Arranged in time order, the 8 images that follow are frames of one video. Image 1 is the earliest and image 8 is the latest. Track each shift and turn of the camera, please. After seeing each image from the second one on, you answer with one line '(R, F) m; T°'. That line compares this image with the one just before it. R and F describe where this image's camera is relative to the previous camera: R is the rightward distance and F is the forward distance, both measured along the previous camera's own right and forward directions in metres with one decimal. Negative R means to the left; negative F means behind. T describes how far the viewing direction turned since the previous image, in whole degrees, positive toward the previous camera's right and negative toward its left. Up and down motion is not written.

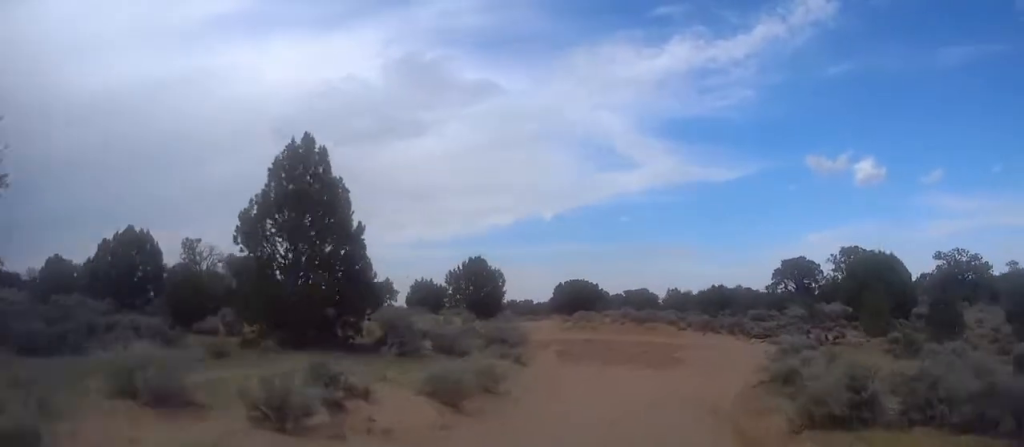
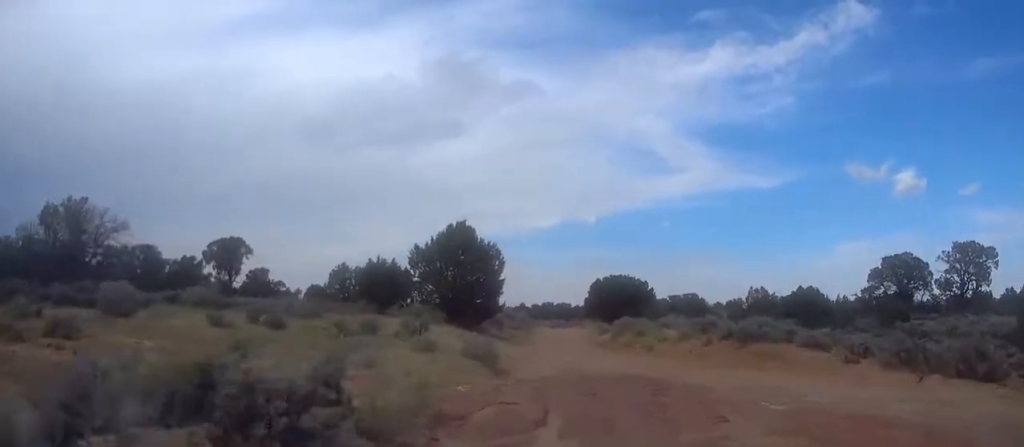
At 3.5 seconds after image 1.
(-0.5, +22.2) m; -24°
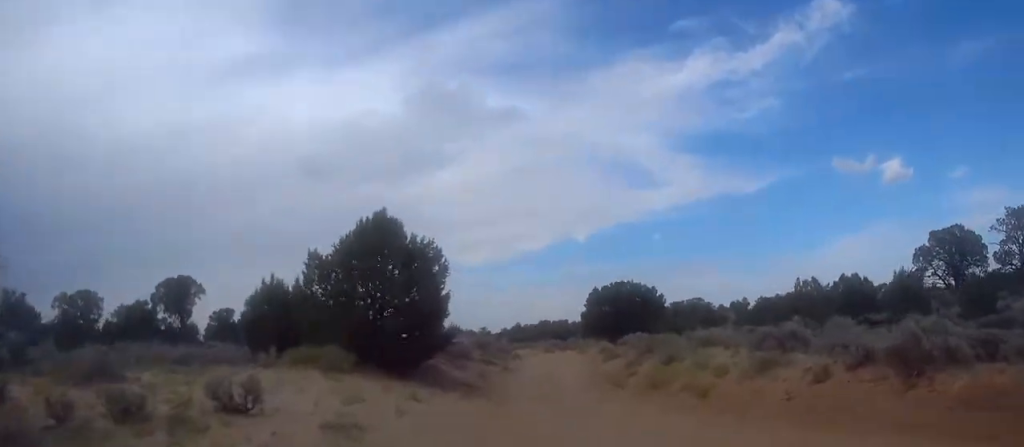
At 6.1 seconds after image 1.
(-7.1, +10.6) m; -10°
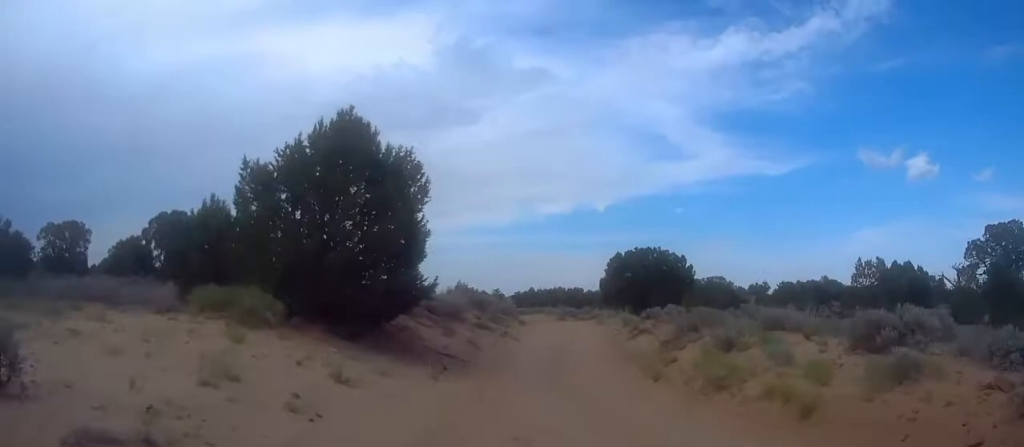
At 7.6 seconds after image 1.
(+4.2, +7.1) m; +27°
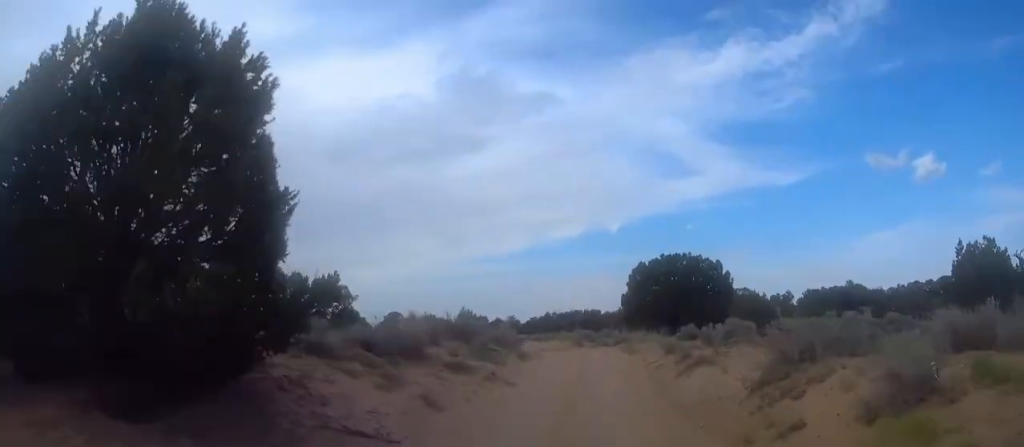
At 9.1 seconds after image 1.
(+4.1, +11.4) m; +18°
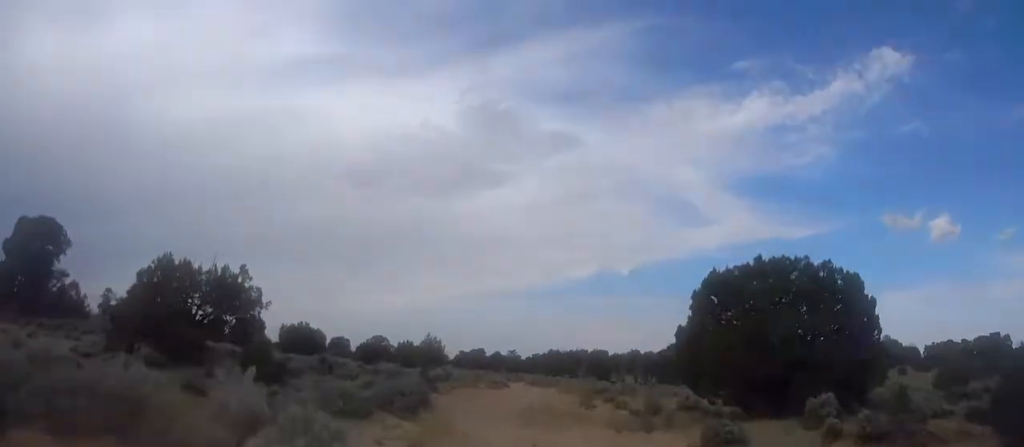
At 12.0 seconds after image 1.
(-1.5, +24.1) m; -11°
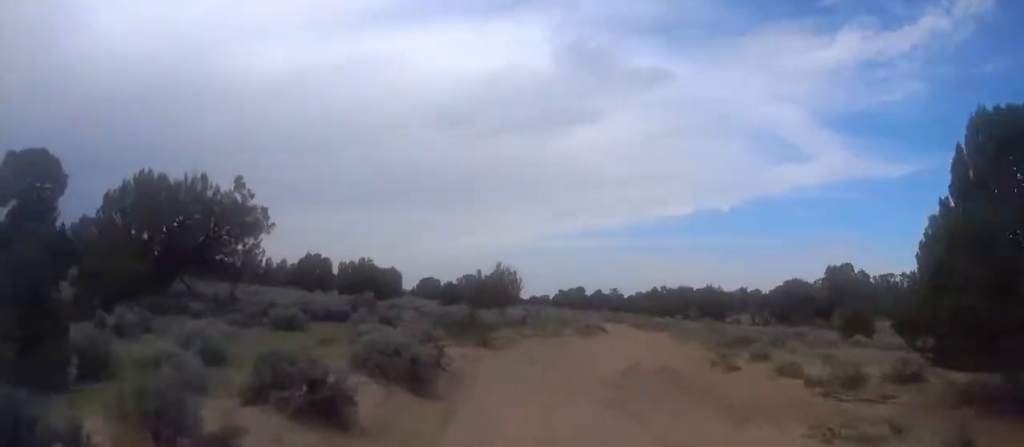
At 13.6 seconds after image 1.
(-1.2, +14.1) m; -5°
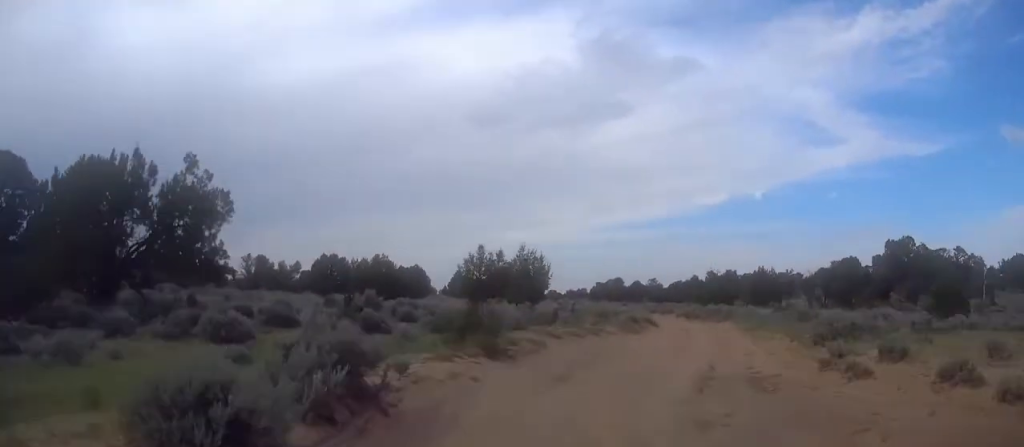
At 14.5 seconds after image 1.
(-0.4, +7.7) m; -2°
